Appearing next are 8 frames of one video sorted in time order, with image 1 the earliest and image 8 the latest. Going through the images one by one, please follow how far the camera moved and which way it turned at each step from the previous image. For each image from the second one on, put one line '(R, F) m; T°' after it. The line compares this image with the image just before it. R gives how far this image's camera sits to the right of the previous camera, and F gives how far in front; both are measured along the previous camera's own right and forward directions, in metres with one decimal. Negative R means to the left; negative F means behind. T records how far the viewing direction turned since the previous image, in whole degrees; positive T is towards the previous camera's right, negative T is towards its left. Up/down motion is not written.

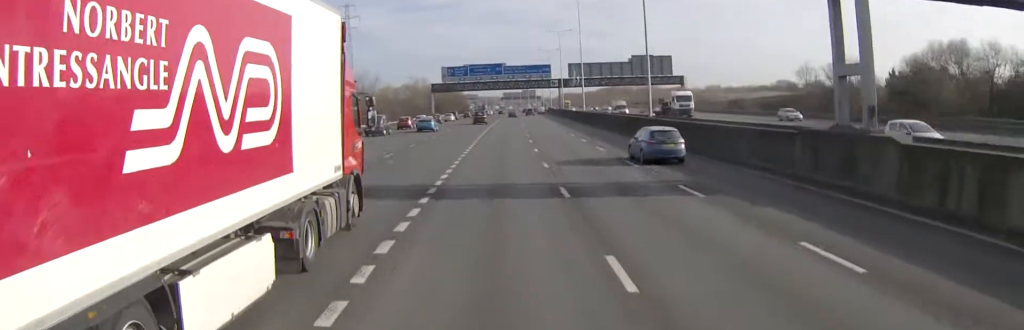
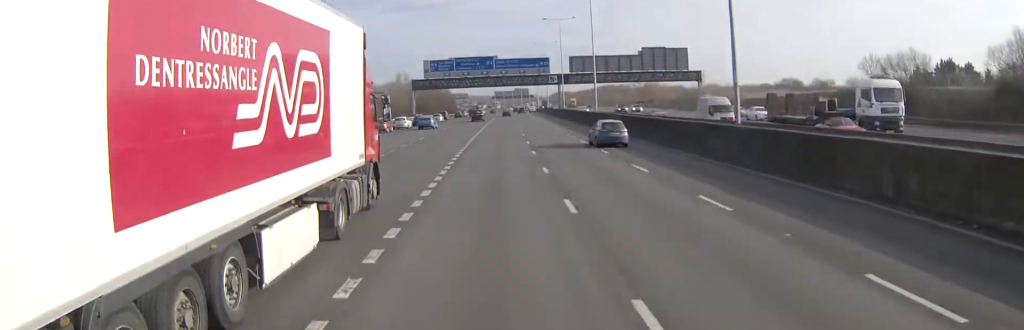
(0.0, +20.9) m; 0°
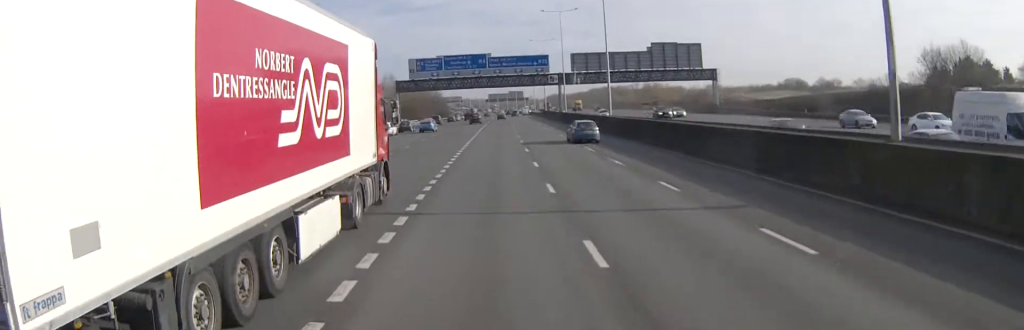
(0.0, +14.0) m; 0°
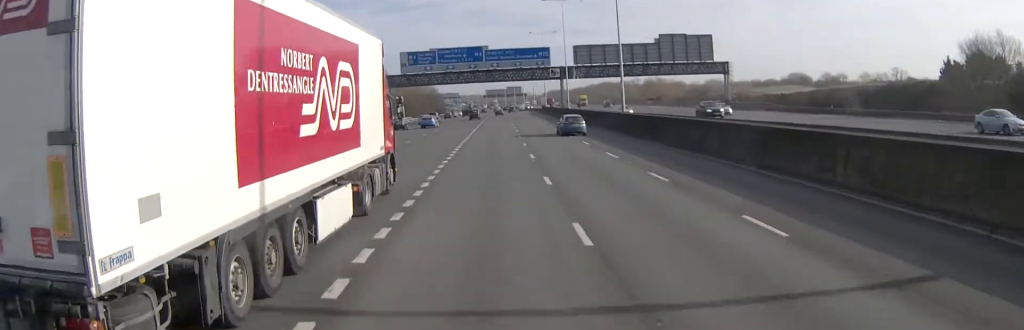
(0.0, +8.2) m; 0°
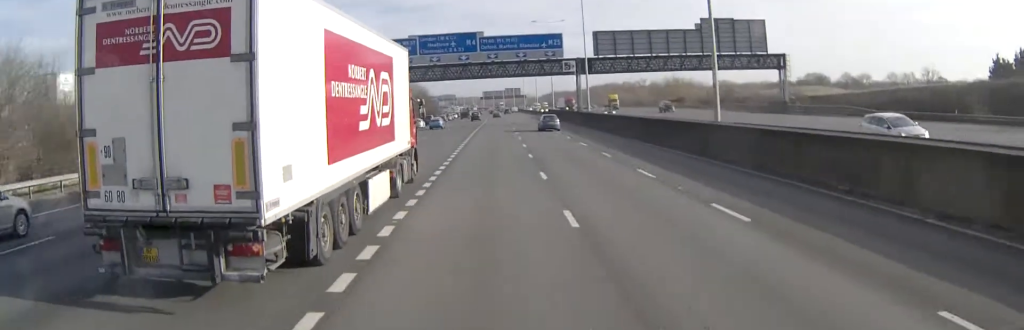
(0.0, +25.8) m; 0°
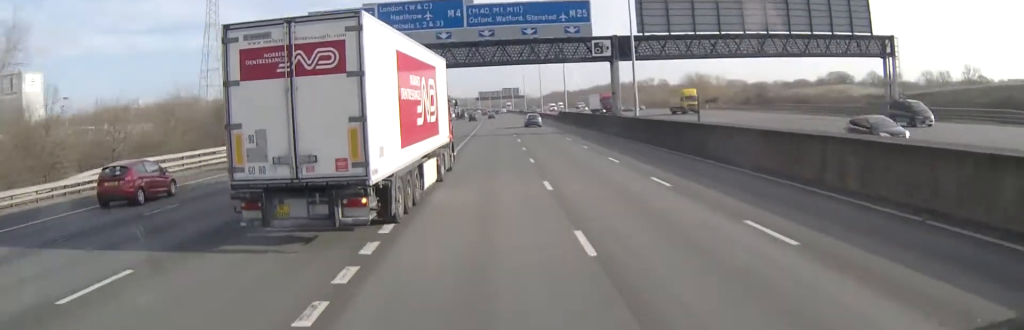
(0.0, +30.0) m; 0°
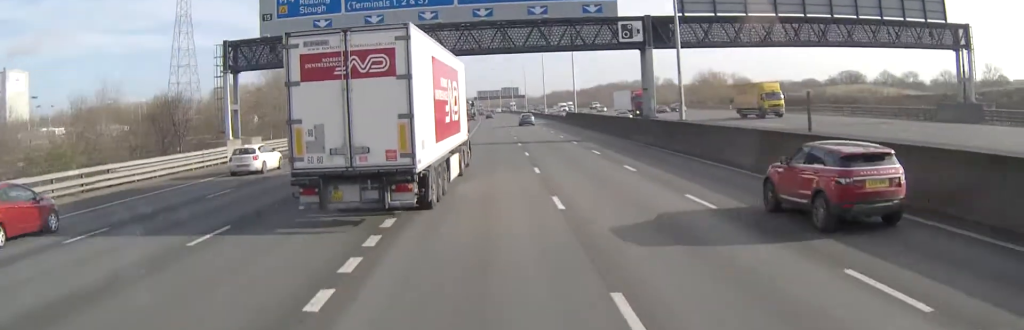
(0.0, +13.6) m; 0°
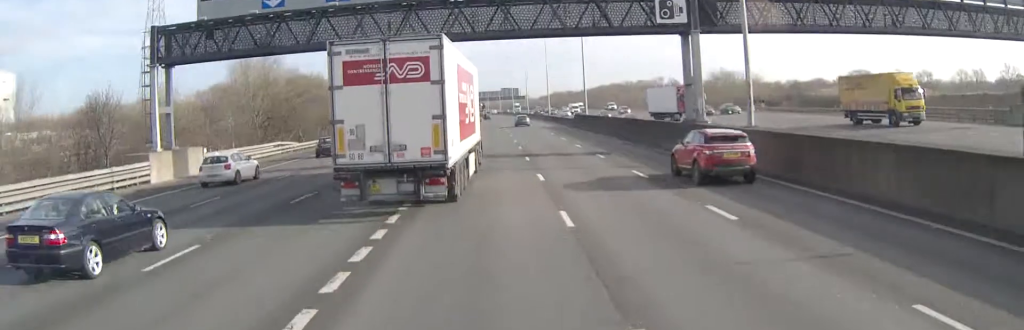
(0.0, +11.3) m; 0°
